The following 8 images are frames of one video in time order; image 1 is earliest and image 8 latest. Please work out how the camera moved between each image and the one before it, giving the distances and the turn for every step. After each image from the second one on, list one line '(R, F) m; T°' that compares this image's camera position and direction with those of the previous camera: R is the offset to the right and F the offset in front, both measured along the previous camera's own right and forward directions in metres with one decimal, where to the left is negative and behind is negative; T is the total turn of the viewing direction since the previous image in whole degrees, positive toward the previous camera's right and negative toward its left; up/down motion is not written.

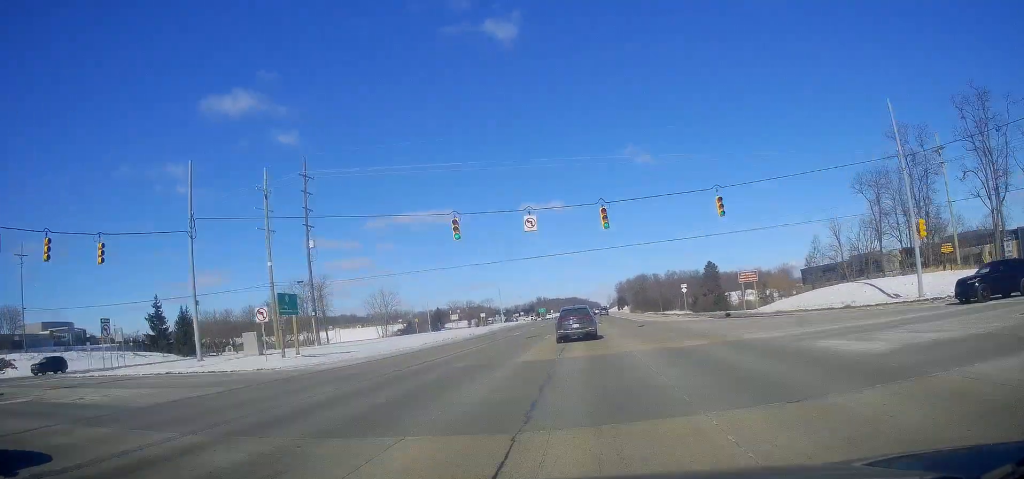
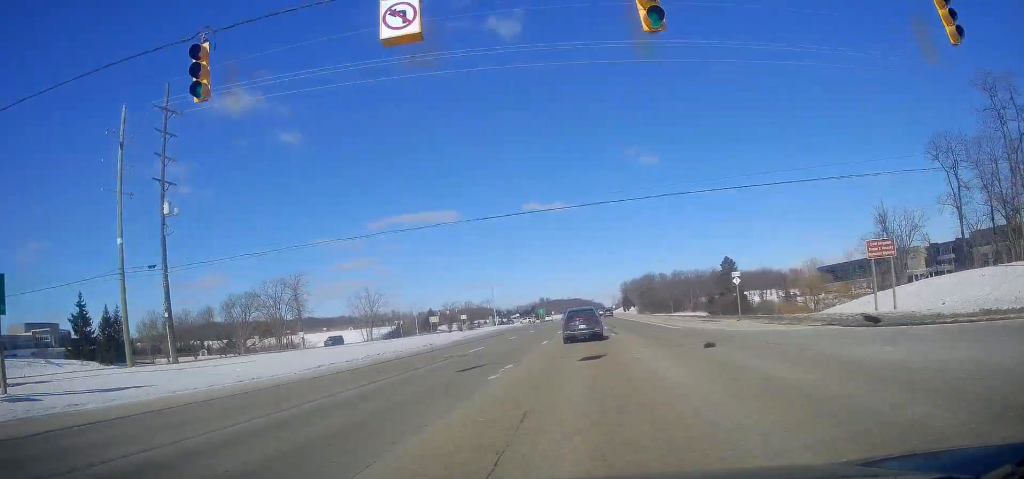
(+0.6, +20.9) m; 0°
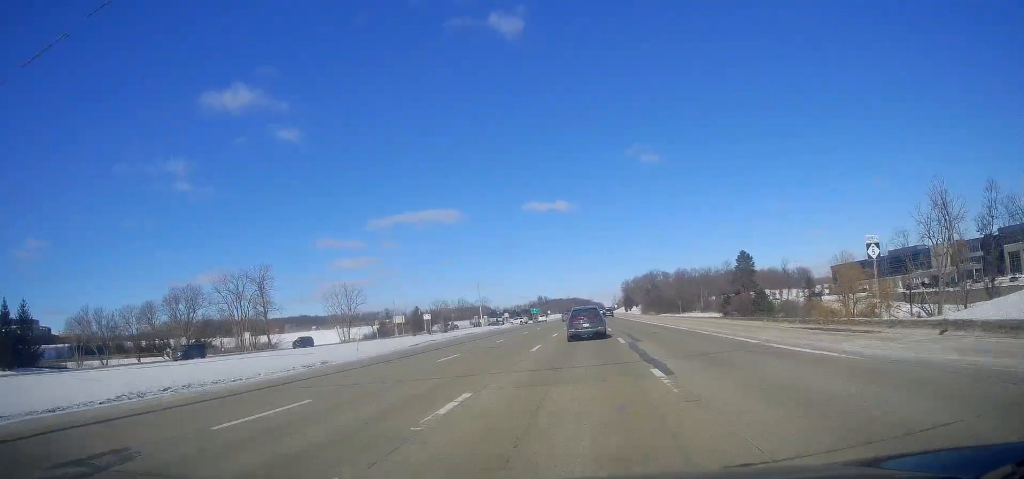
(-0.2, +21.0) m; 0°
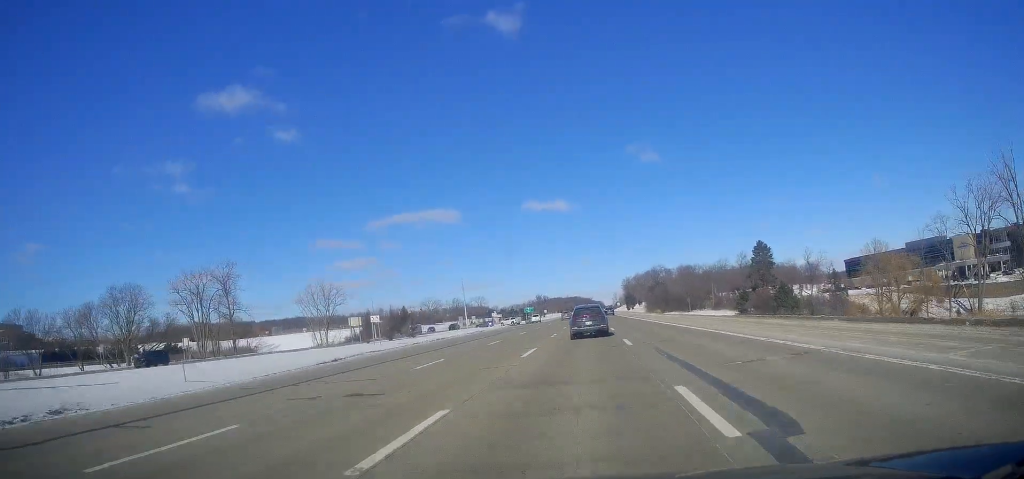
(-0.3, +18.1) m; 0°
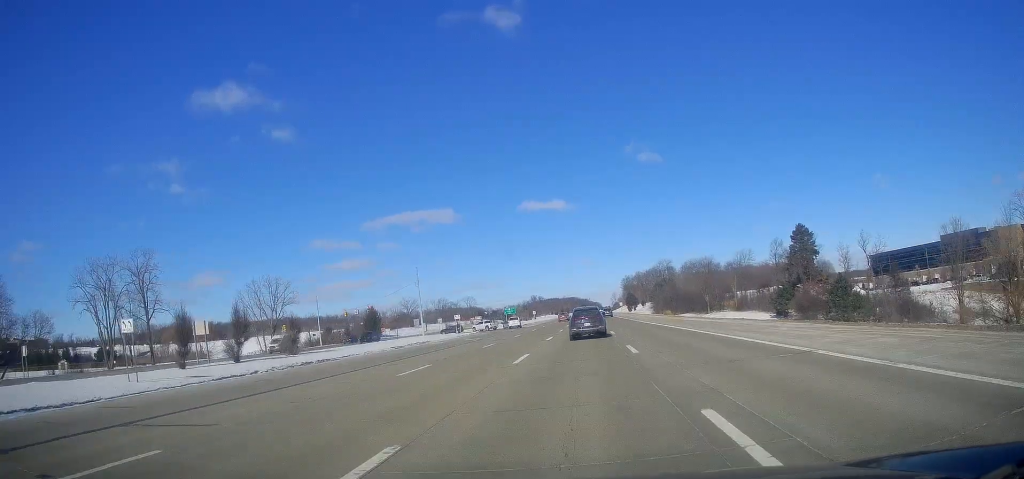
(+0.3, +32.1) m; 0°
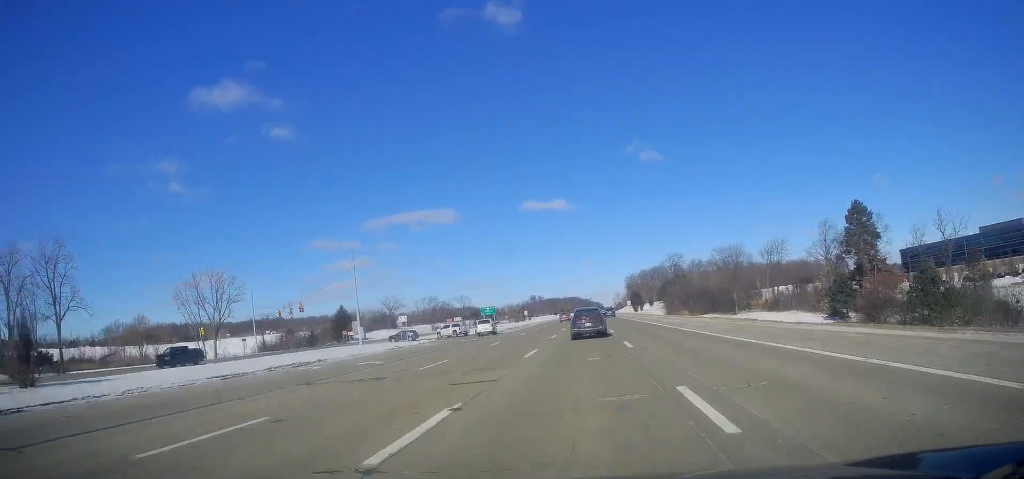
(-0.3, +27.3) m; +1°
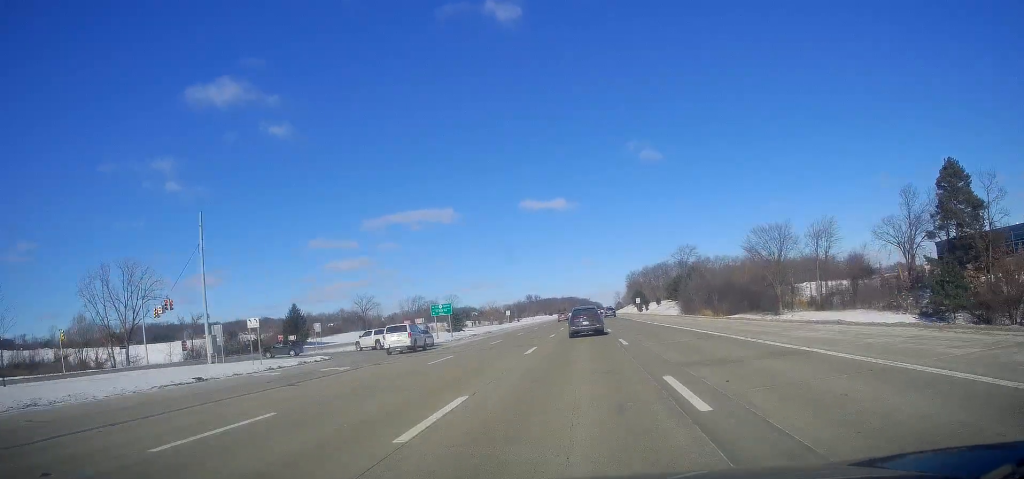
(+0.7, +29.6) m; 0°
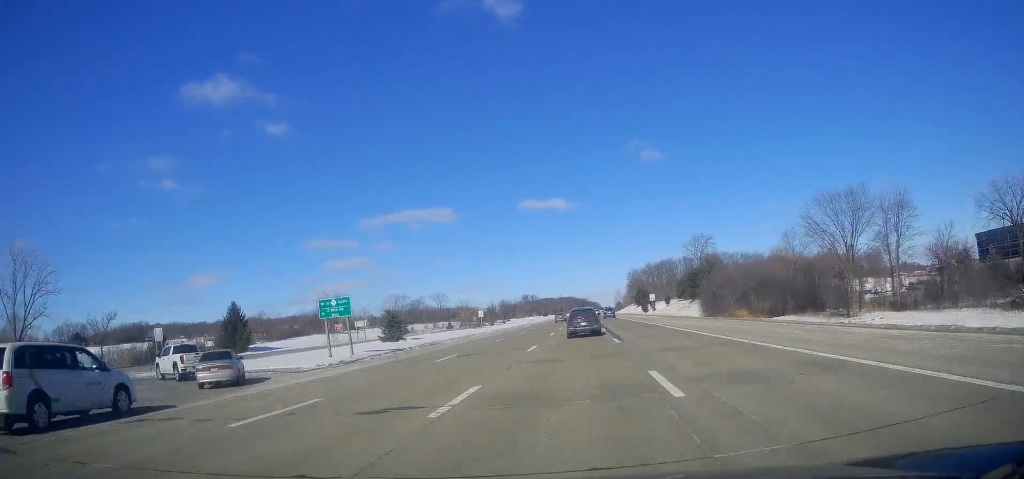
(-0.7, +27.7) m; -1°
